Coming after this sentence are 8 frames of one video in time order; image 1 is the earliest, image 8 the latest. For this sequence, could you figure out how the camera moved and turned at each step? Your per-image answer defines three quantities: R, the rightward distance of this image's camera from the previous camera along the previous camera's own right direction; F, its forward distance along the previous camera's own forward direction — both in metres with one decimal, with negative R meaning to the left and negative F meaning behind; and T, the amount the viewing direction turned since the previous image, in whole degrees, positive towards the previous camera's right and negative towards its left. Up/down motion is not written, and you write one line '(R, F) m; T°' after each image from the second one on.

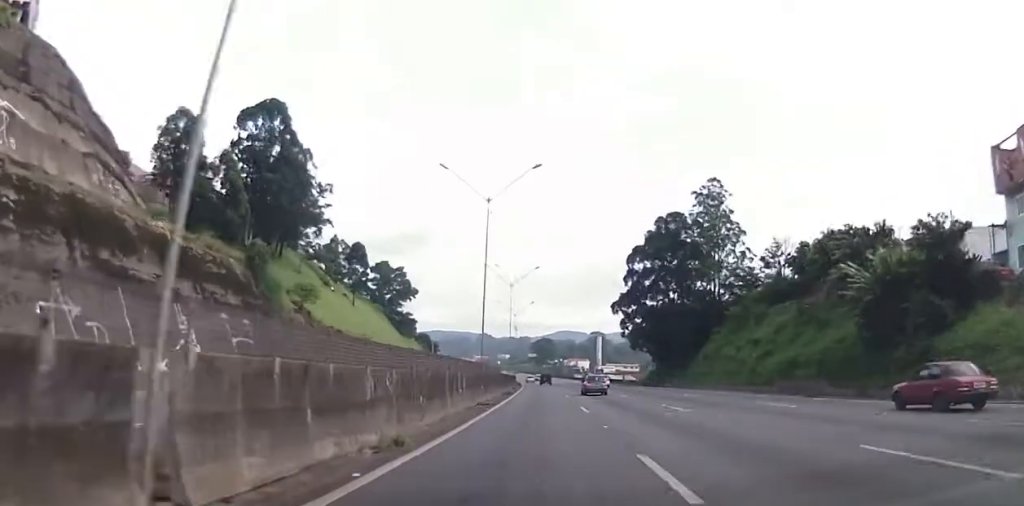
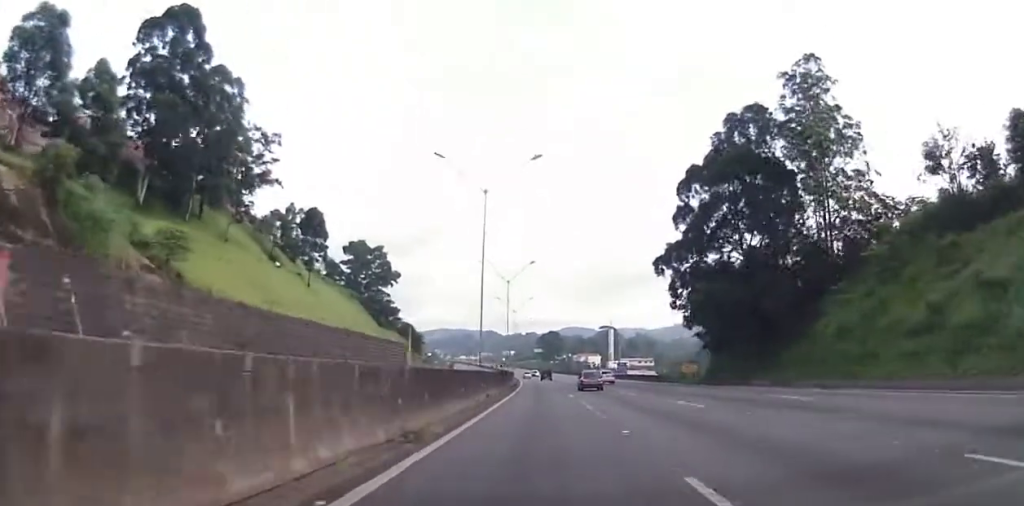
(0.0, +36.6) m; -1°
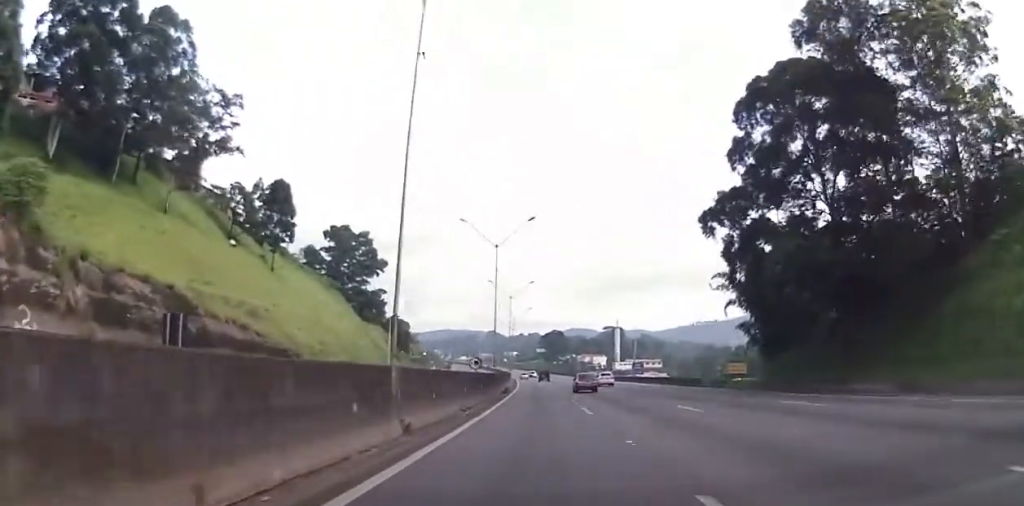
(-0.1, +20.1) m; -1°
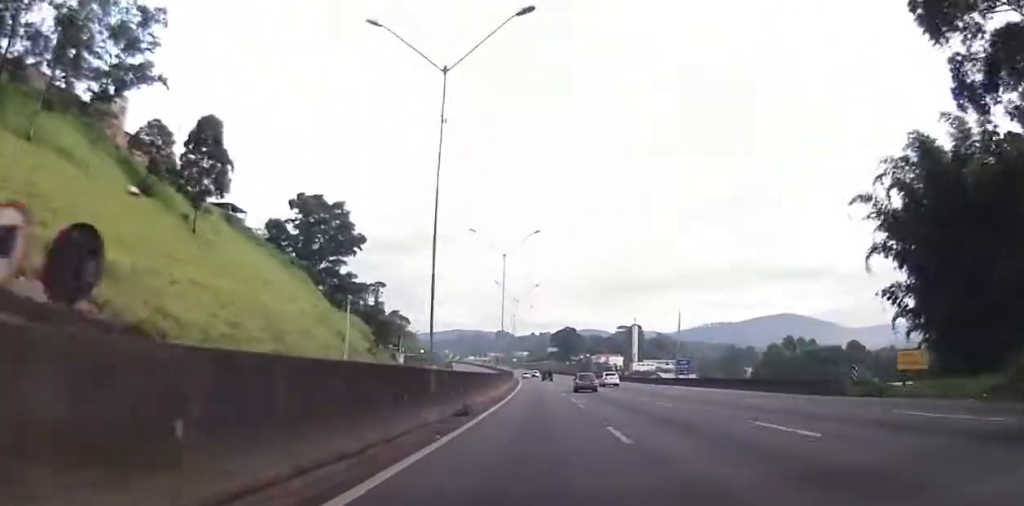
(-0.4, +30.6) m; -1°
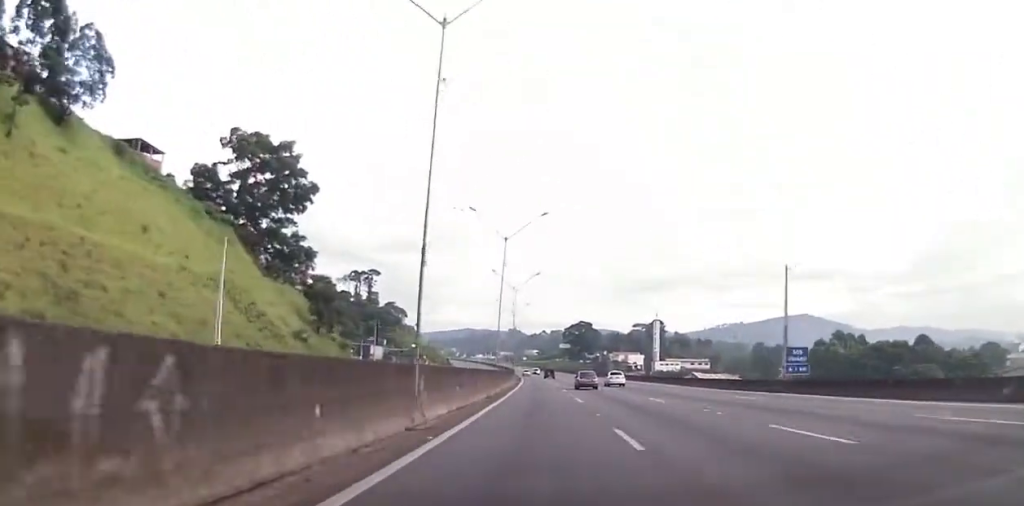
(0.0, +37.6) m; 0°
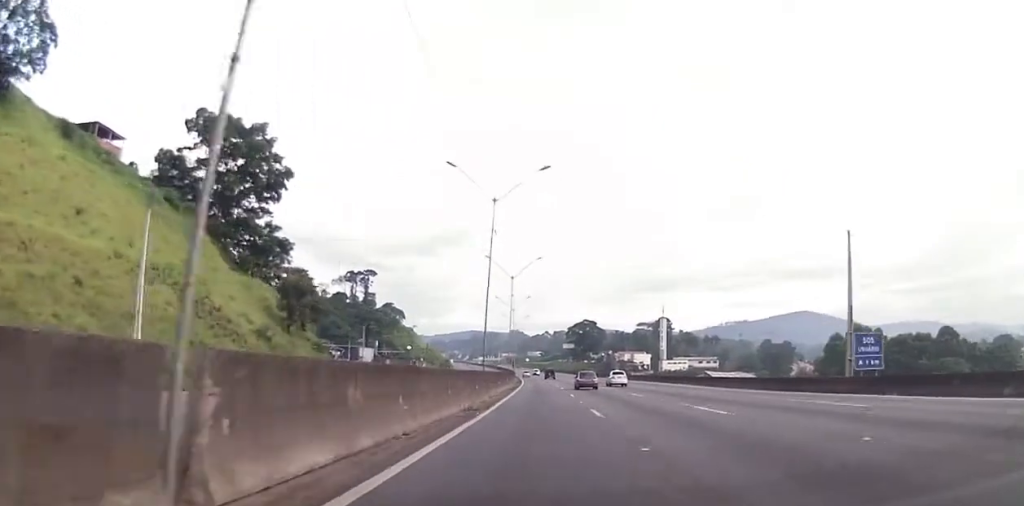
(0.0, +11.4) m; 0°
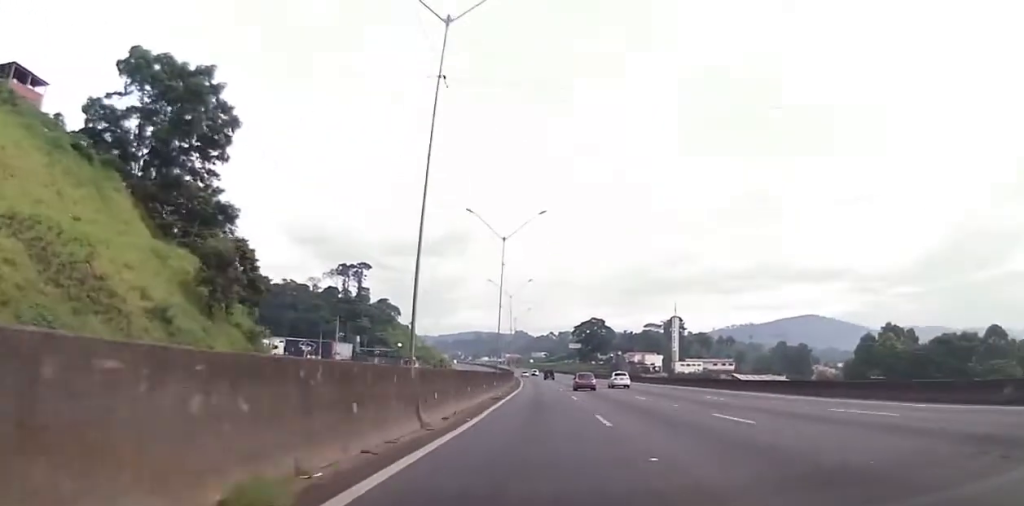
(+0.1, +20.1) m; -1°
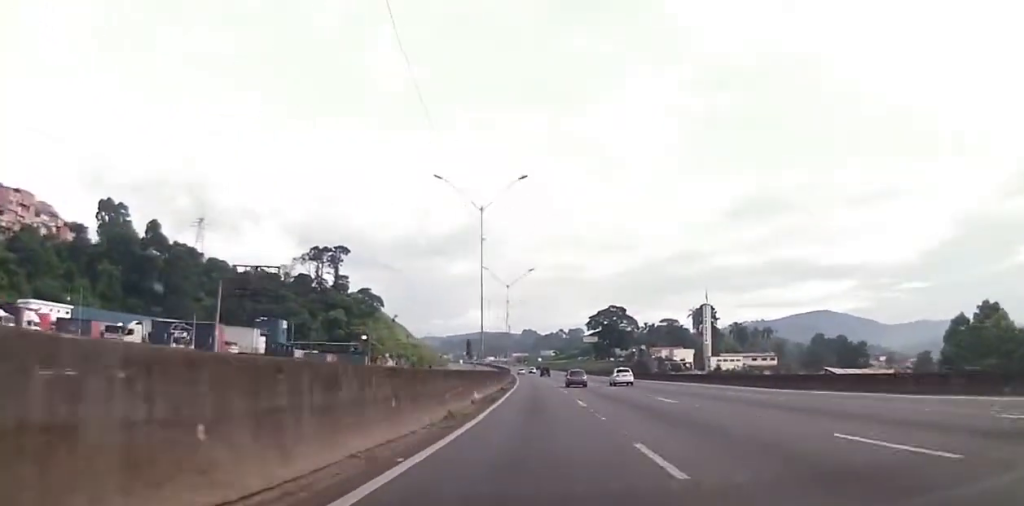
(-1.1, +46.2) m; -1°
